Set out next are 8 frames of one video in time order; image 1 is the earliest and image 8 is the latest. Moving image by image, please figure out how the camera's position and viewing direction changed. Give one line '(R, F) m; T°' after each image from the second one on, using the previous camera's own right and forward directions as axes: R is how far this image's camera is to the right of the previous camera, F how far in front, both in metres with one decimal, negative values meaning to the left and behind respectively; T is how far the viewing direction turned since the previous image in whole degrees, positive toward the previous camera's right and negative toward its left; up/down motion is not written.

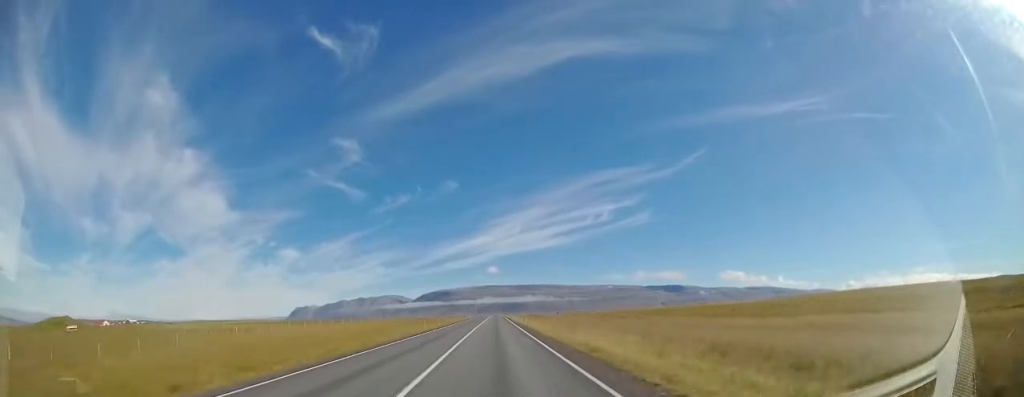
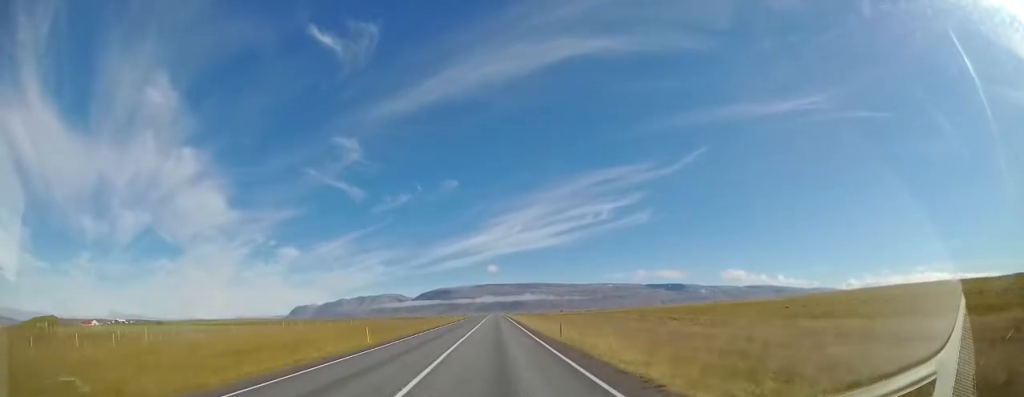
(+0.4, +21.1) m; 0°
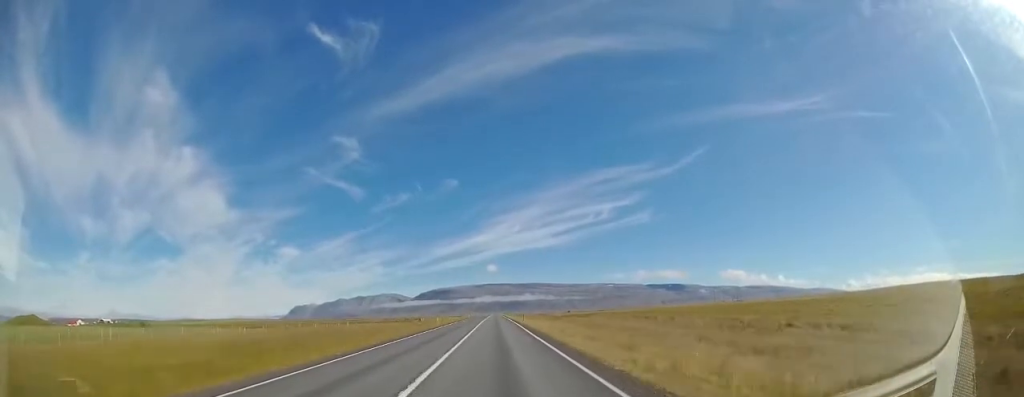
(-0.4, +26.5) m; -1°
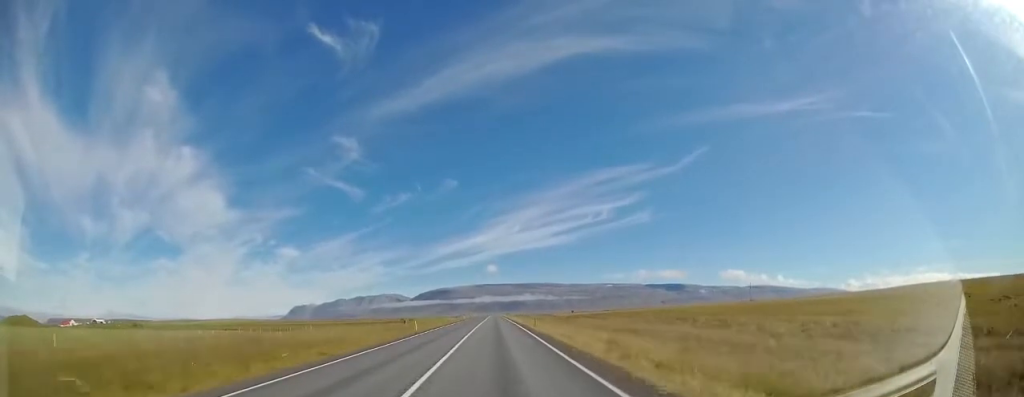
(0.0, +12.4) m; 0°
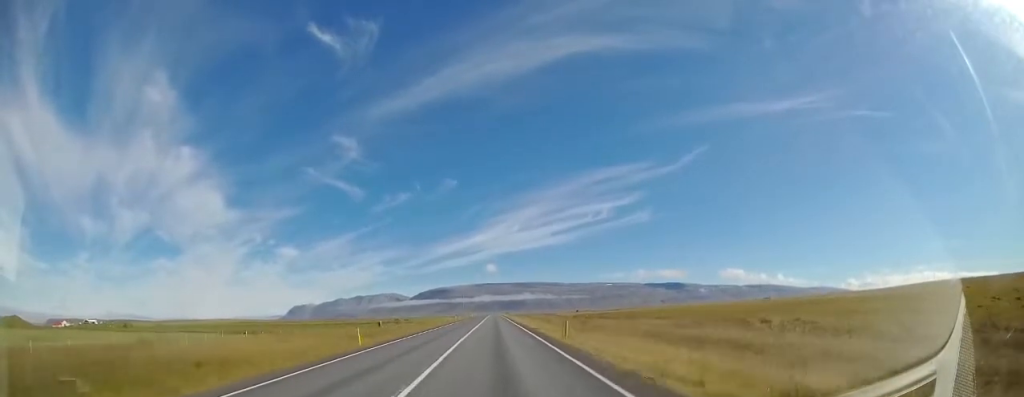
(-0.1, +14.0) m; +1°
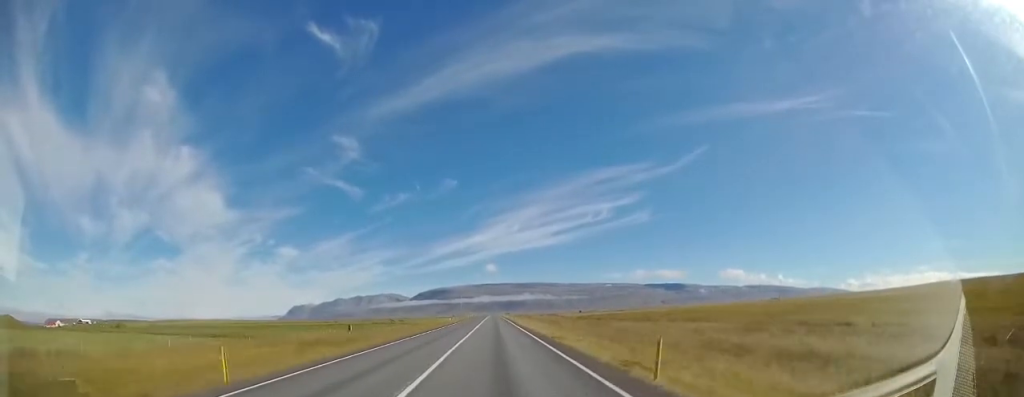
(+0.2, +10.1) m; 0°
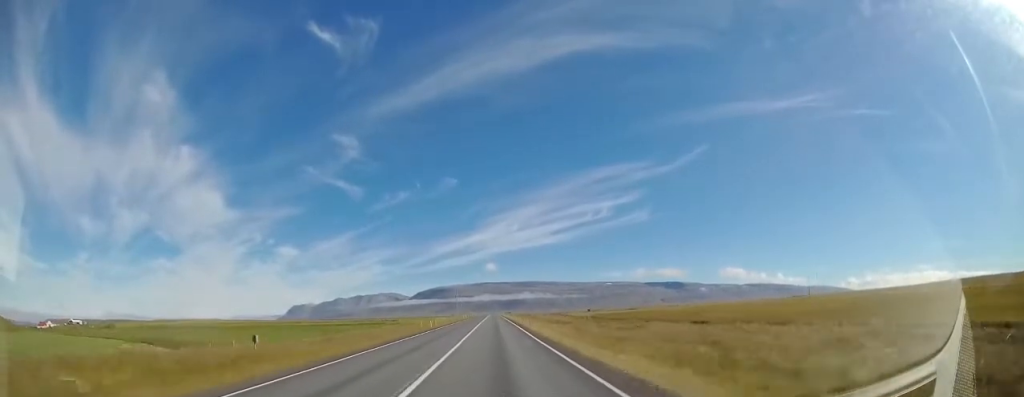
(+0.2, +16.2) m; 0°
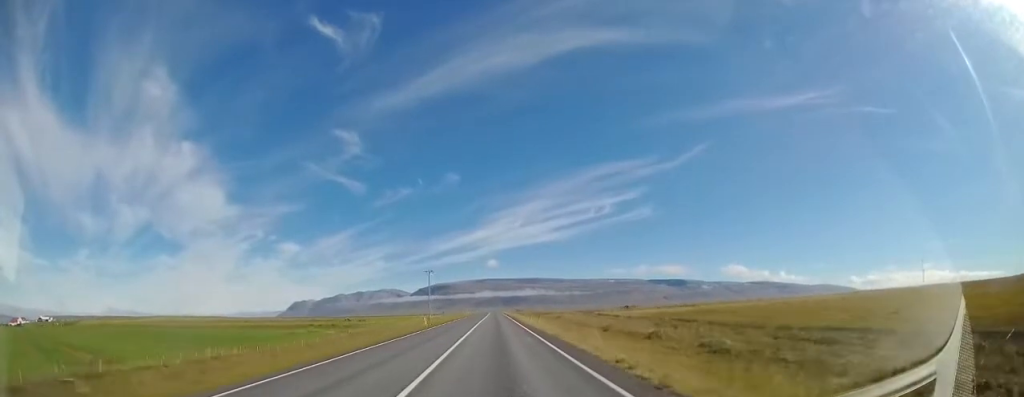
(-1.3, +52.6) m; -2°
